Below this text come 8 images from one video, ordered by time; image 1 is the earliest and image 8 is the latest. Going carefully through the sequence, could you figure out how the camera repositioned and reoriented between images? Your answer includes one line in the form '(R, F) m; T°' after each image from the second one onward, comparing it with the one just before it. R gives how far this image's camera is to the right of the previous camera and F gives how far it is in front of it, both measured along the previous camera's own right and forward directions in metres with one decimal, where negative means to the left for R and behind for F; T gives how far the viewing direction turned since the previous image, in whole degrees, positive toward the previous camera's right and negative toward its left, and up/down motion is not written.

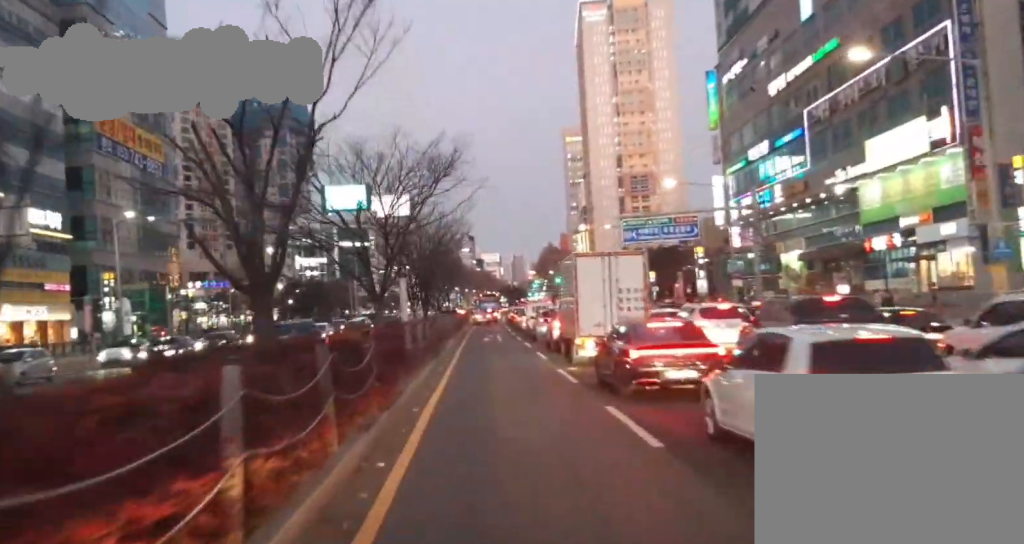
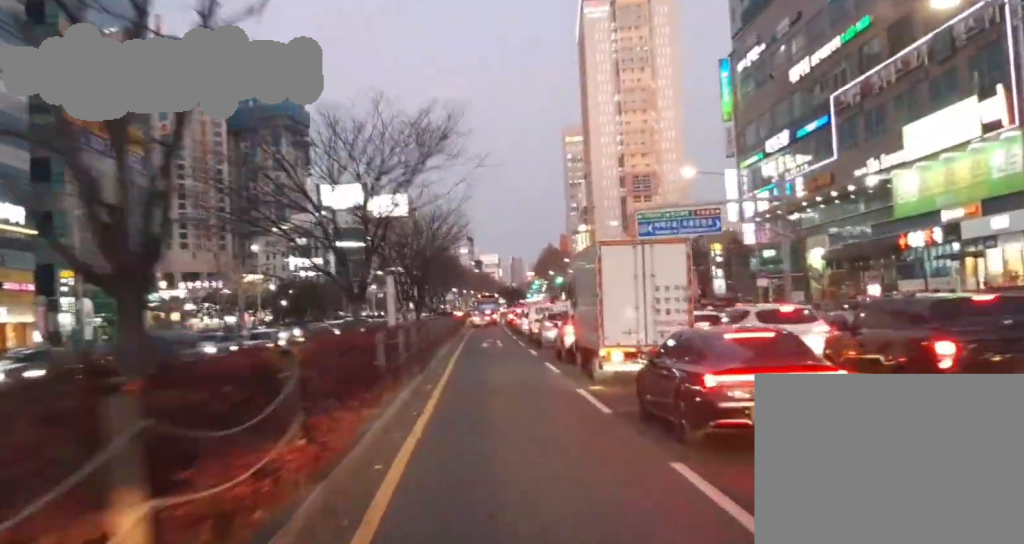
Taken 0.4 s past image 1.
(+0.1, +5.4) m; -1°
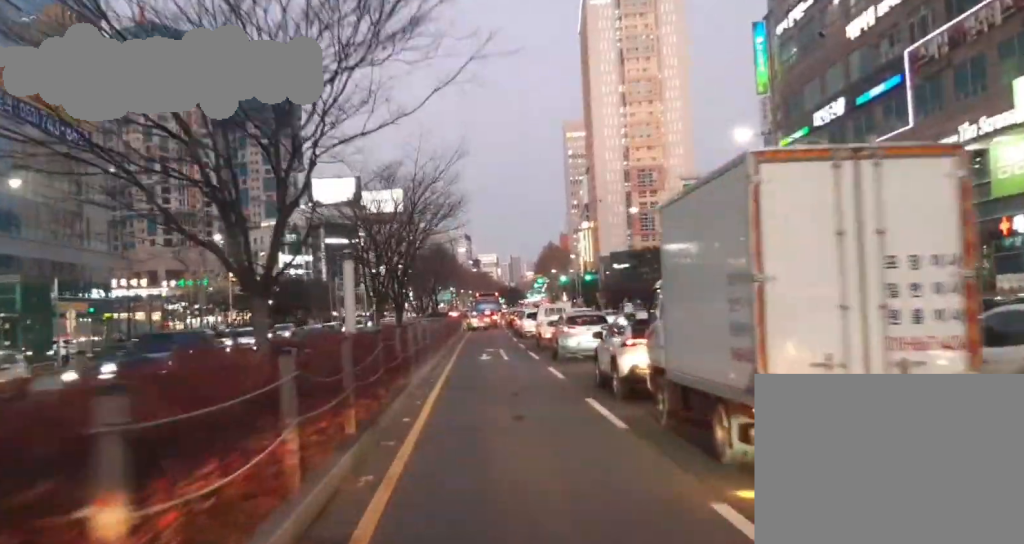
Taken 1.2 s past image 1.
(-0.4, +11.8) m; -1°
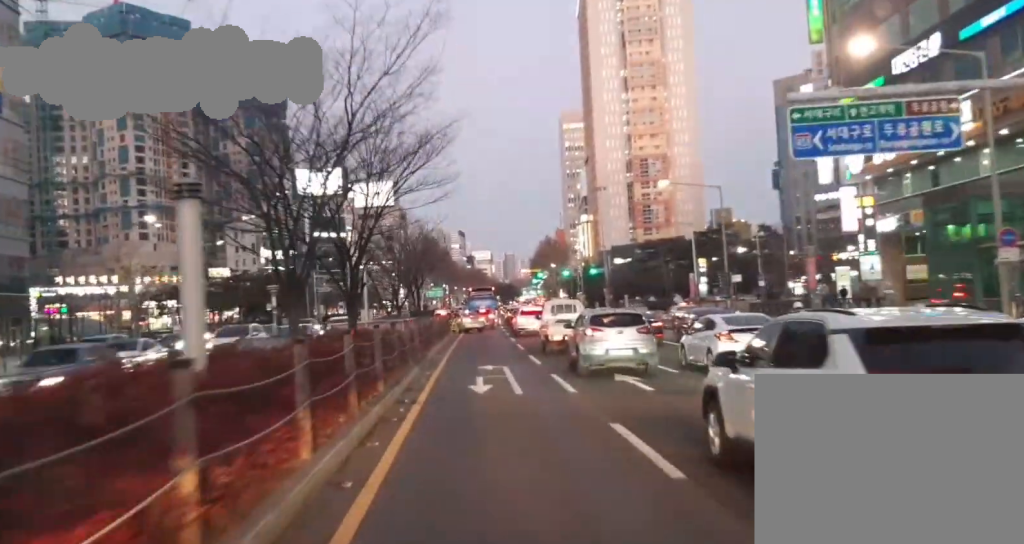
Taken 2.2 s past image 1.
(+0.2, +14.6) m; +1°
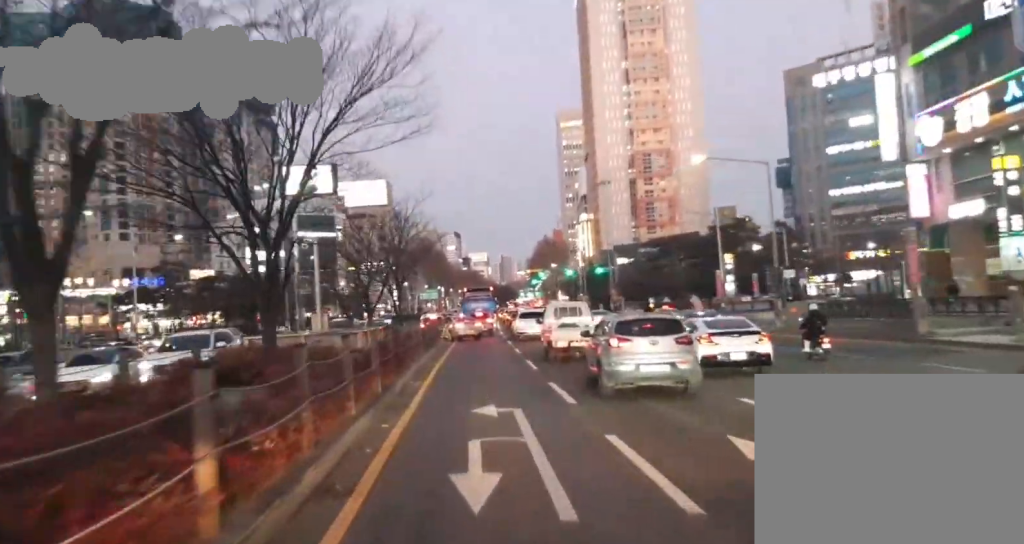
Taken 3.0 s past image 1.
(0.0, +11.6) m; 0°
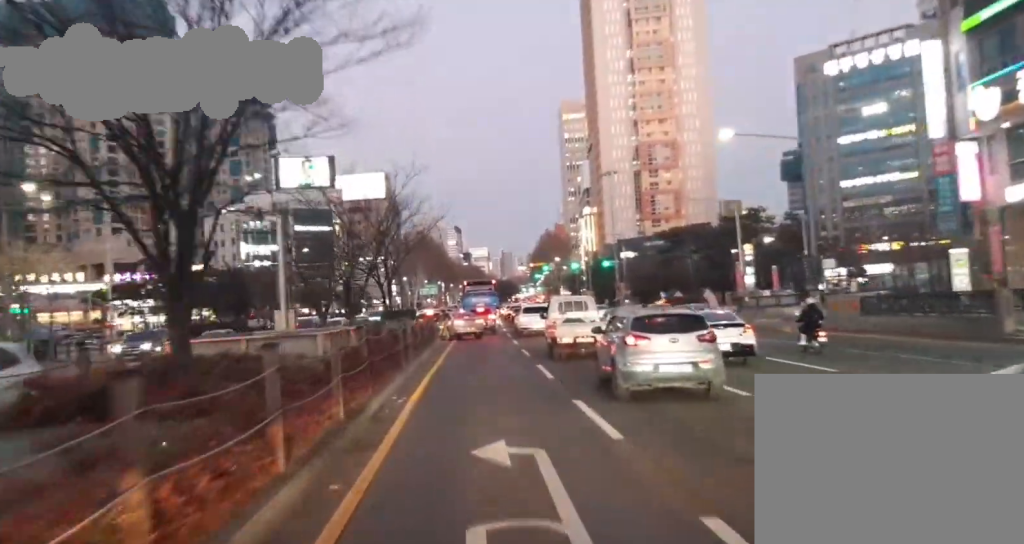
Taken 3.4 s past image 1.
(0.0, +5.7) m; 0°
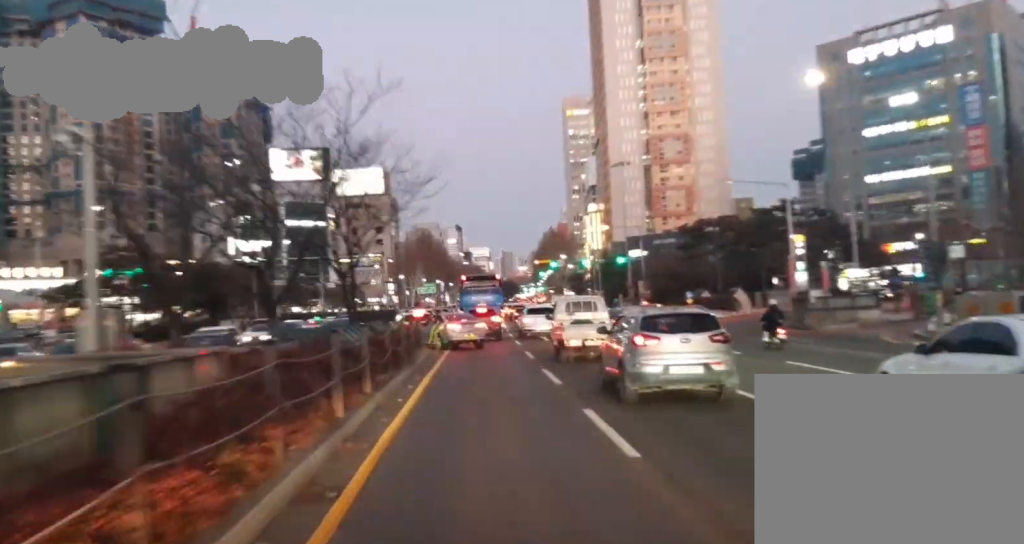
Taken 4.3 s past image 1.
(+0.1, +12.2) m; -4°
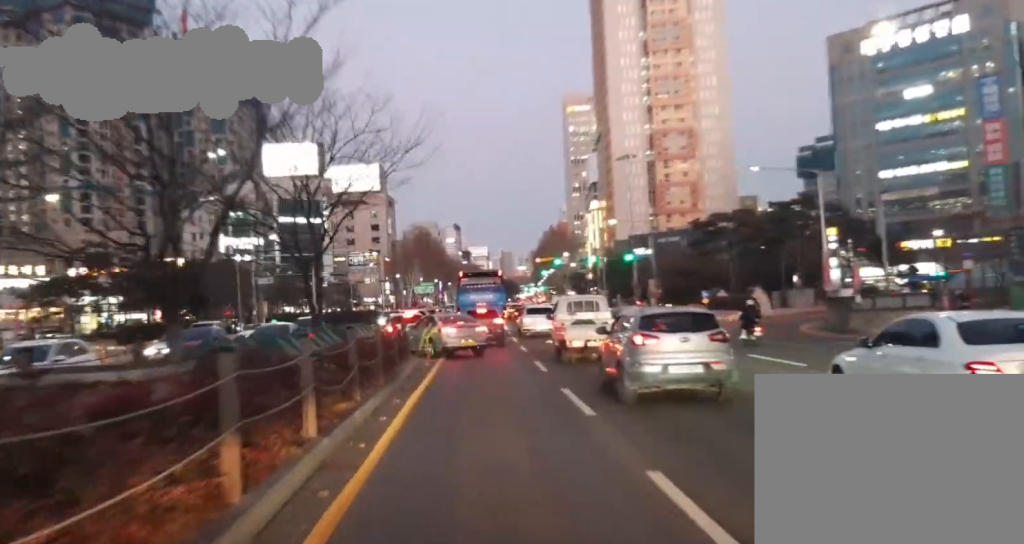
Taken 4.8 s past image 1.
(-0.4, +5.7) m; -1°
